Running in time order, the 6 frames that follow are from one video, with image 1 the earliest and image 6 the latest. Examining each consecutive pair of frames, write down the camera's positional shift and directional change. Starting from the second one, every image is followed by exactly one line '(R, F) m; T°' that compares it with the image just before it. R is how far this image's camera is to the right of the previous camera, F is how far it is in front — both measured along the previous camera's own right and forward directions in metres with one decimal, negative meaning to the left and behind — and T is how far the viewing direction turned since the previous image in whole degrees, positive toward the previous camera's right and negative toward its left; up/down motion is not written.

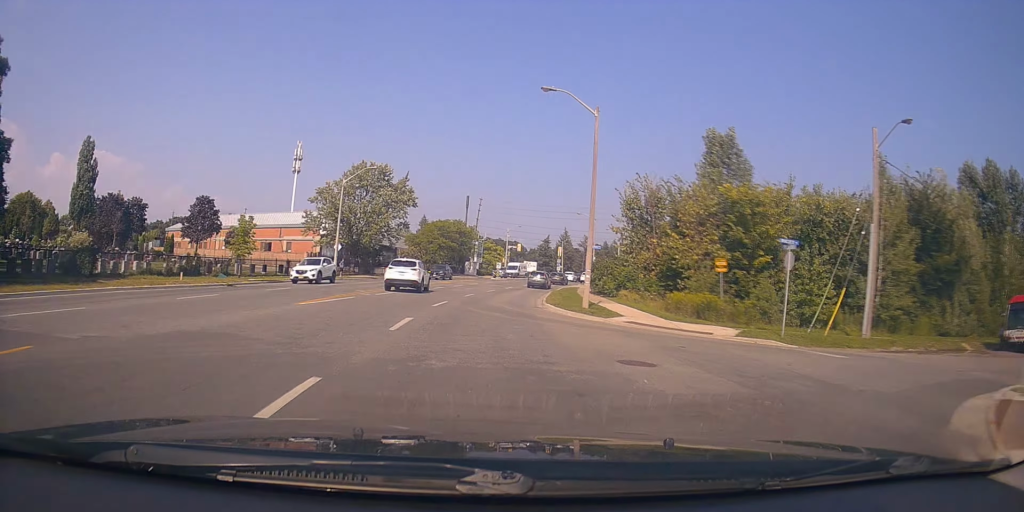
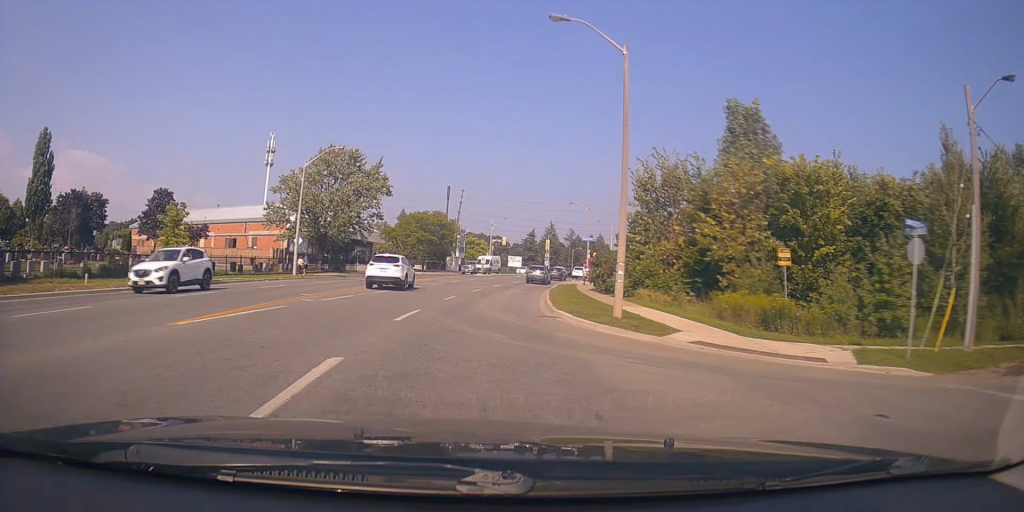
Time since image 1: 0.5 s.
(-0.1, +7.1) m; +1°
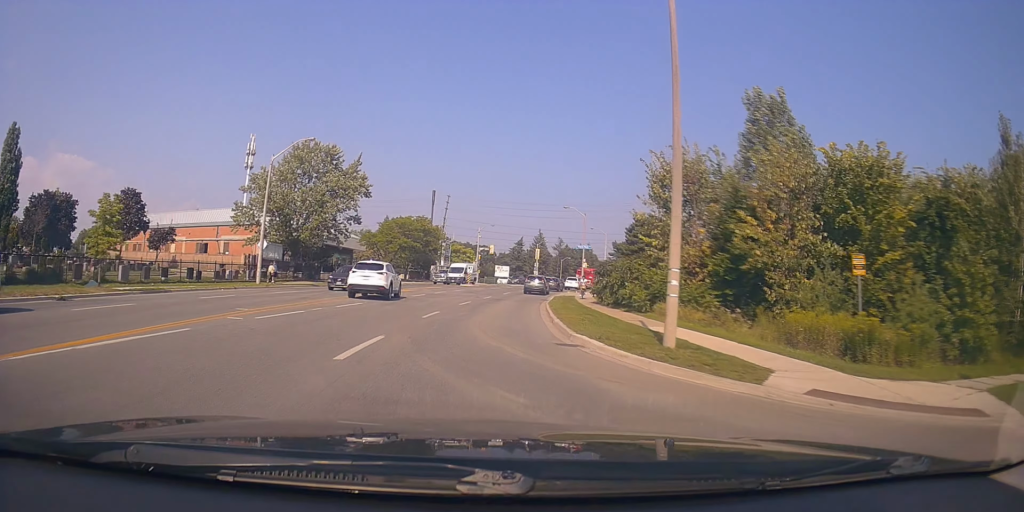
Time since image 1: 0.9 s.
(+0.1, +5.0) m; +2°
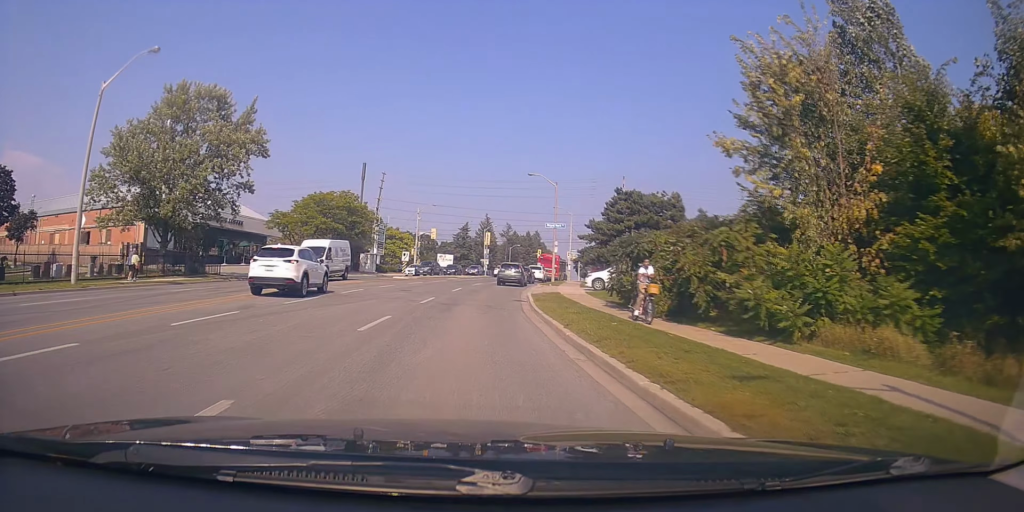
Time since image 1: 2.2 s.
(+0.9, +15.0) m; +6°
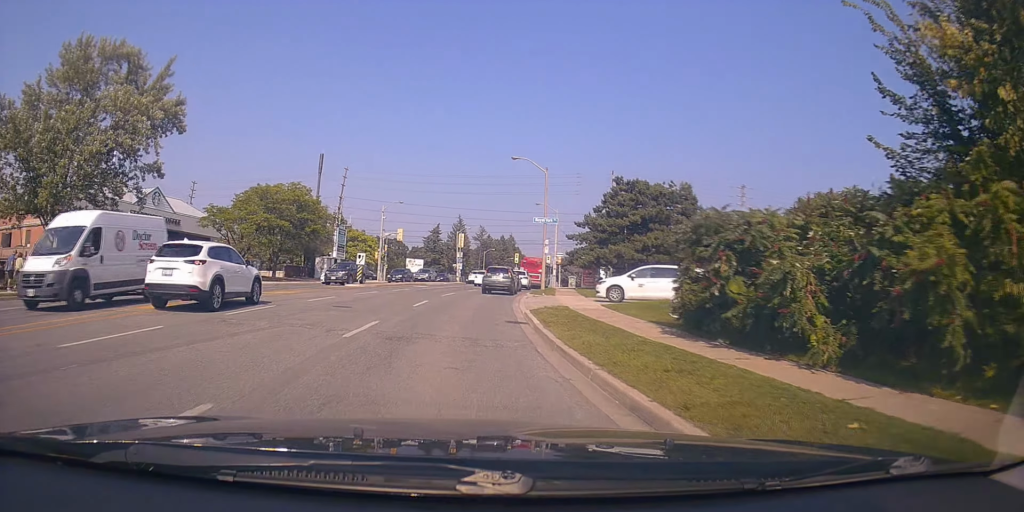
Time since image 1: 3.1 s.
(+0.2, +9.0) m; +2°
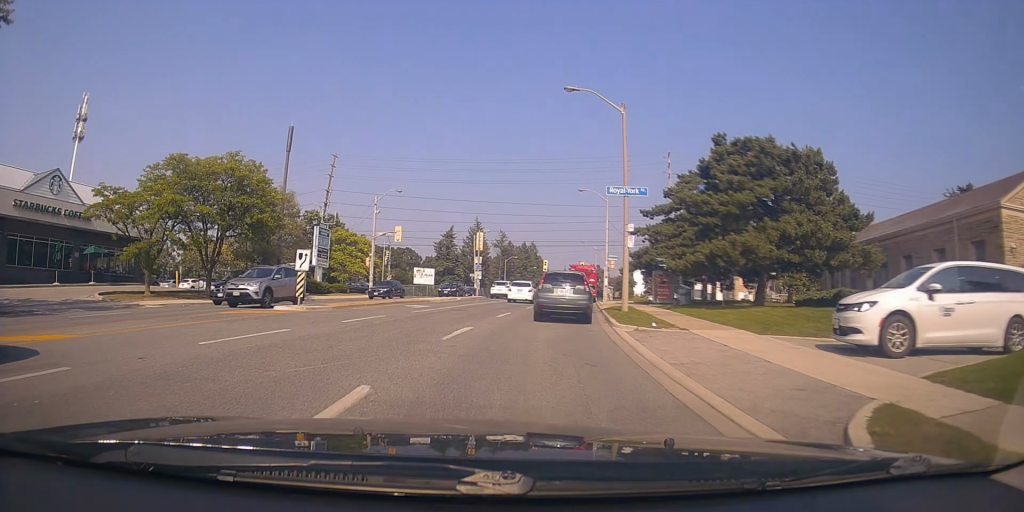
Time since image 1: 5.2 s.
(+0.5, +16.5) m; +2°
